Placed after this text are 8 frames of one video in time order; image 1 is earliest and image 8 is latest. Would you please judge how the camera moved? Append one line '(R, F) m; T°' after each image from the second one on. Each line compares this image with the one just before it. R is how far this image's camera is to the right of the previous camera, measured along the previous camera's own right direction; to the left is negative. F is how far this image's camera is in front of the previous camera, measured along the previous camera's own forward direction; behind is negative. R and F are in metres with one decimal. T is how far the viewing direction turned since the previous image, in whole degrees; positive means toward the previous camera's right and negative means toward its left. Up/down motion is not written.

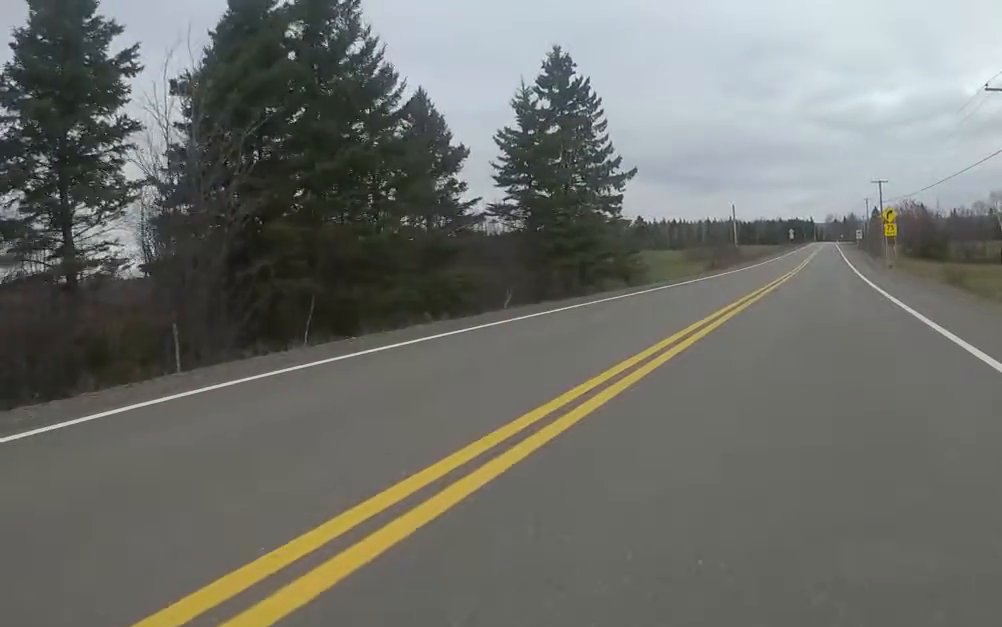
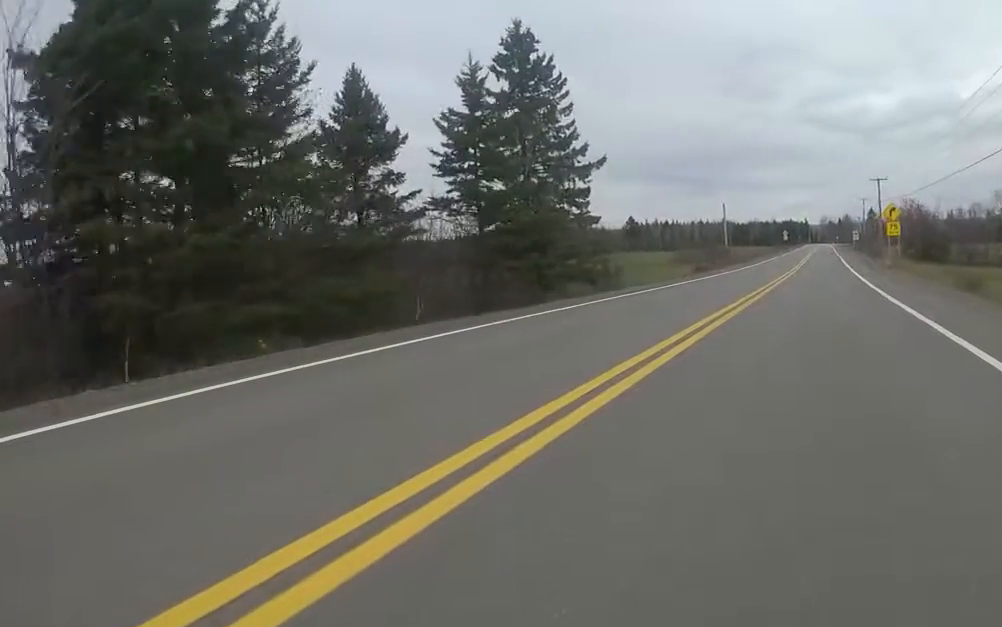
(-0.5, +4.0) m; 0°
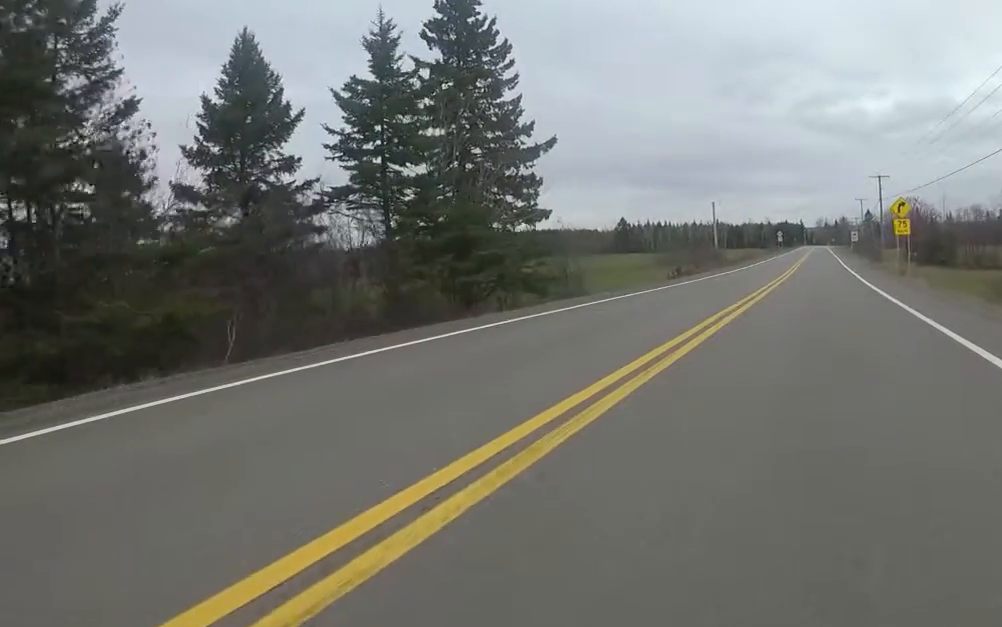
(+0.7, +5.1) m; 0°
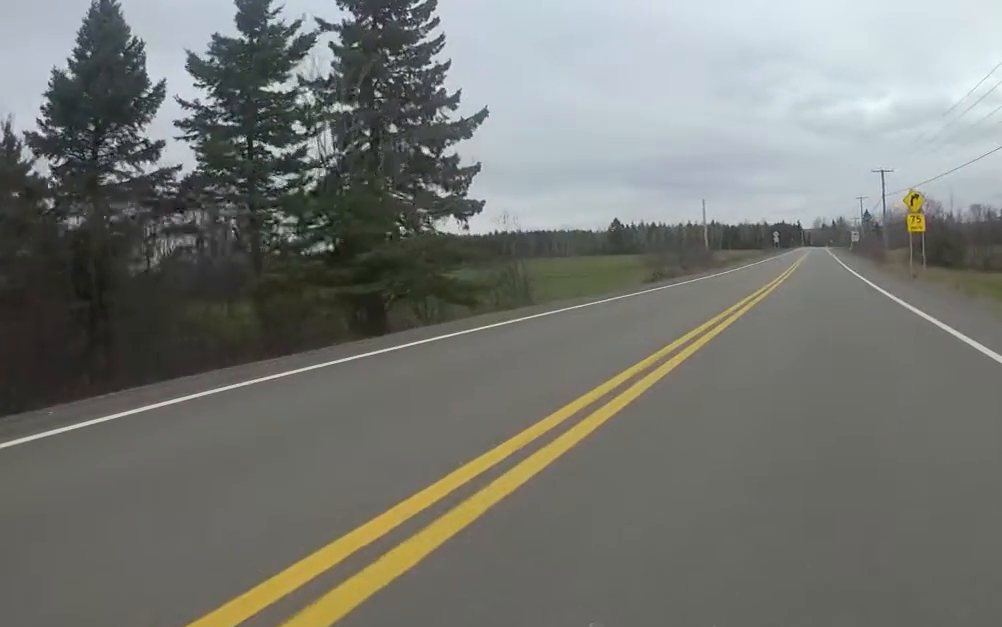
(+0.1, +4.9) m; -1°
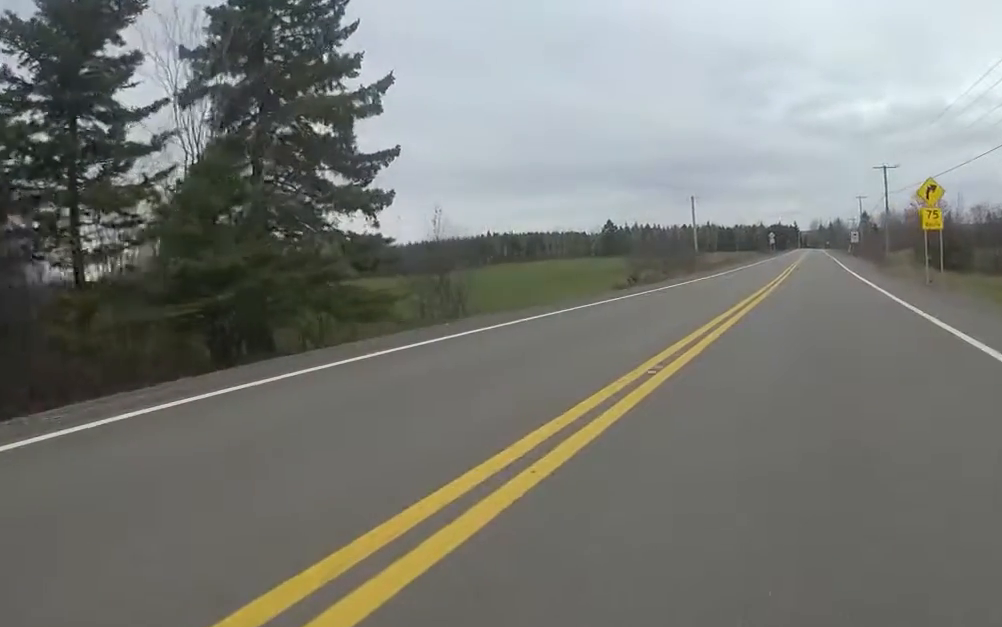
(-0.5, +4.5) m; -2°
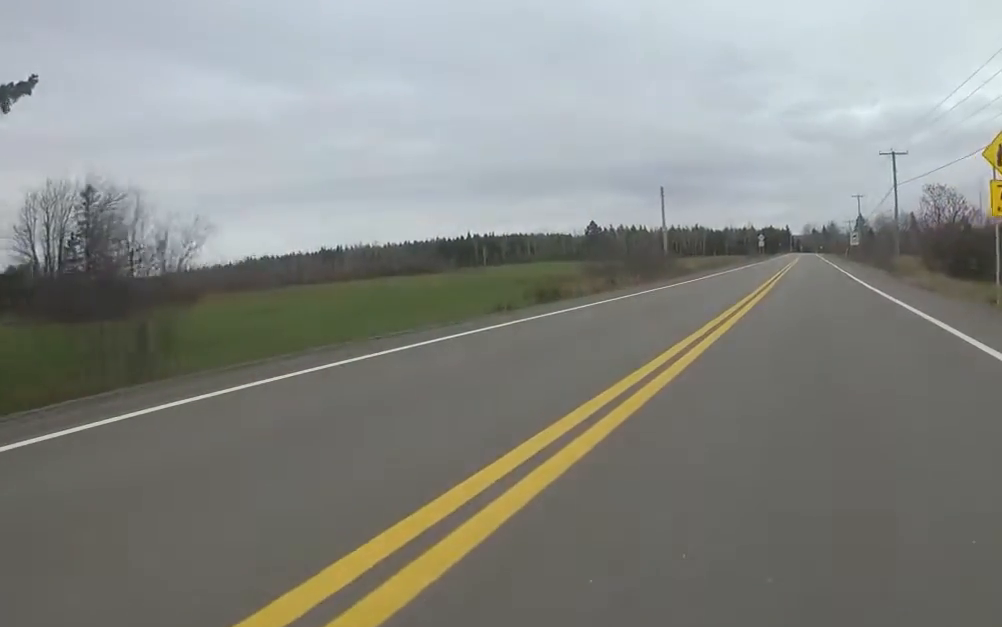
(+0.3, +10.4) m; +7°
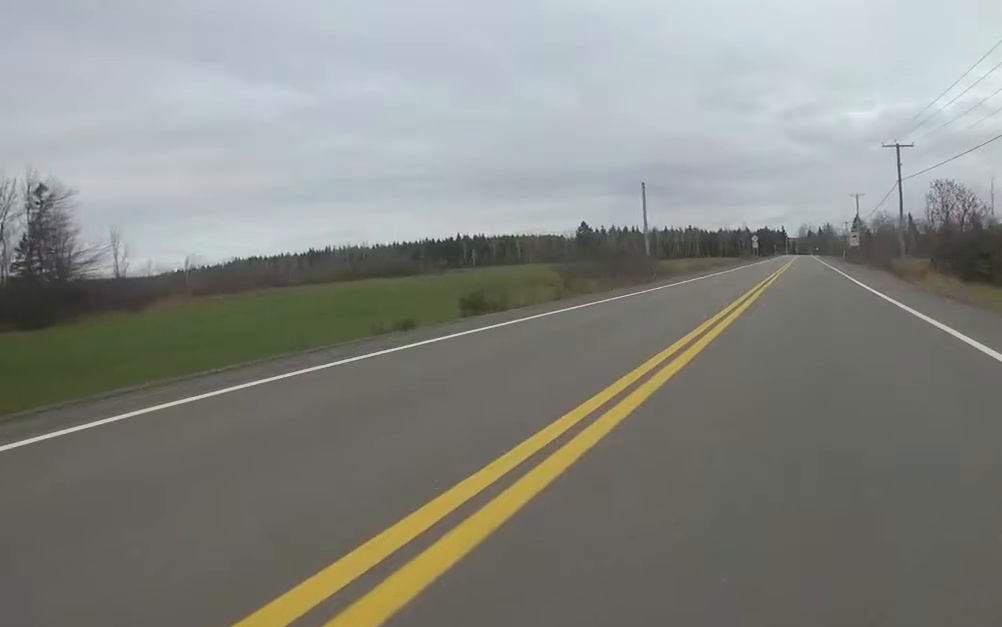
(+0.3, +4.6) m; -2°
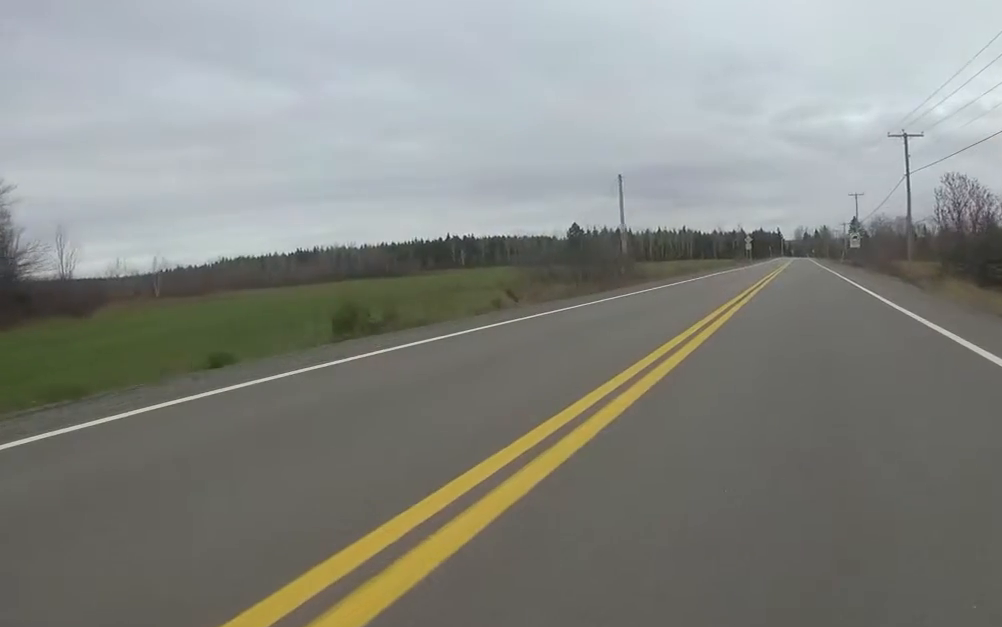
(+0.3, +4.9) m; -2°
